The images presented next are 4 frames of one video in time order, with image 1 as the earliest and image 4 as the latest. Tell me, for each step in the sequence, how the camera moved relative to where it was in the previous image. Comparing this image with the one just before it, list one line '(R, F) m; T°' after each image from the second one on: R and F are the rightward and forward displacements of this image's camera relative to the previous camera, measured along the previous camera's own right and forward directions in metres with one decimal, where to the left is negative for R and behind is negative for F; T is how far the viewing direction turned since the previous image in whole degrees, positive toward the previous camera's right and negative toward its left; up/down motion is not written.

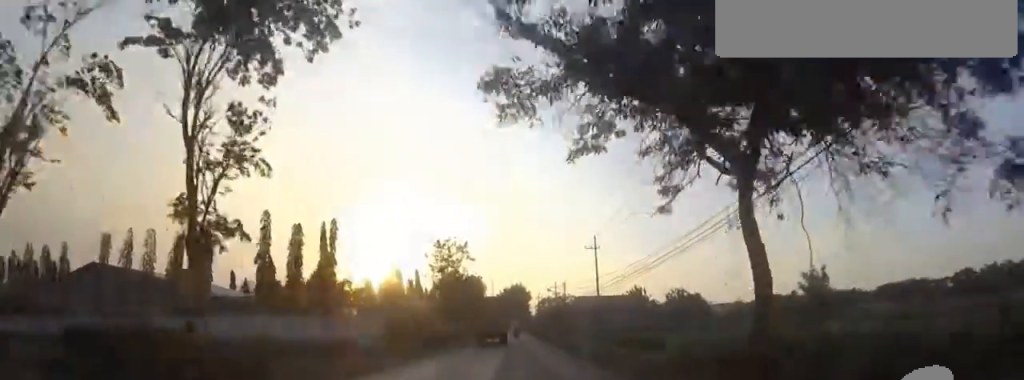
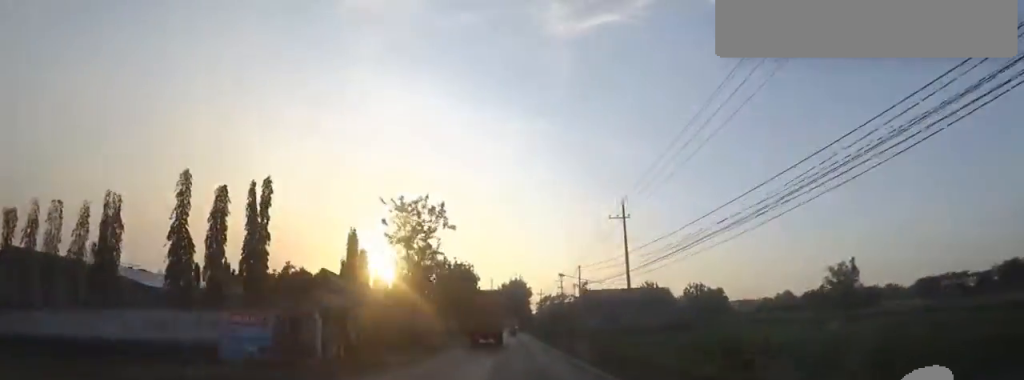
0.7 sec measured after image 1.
(0.0, +14.7) m; 0°
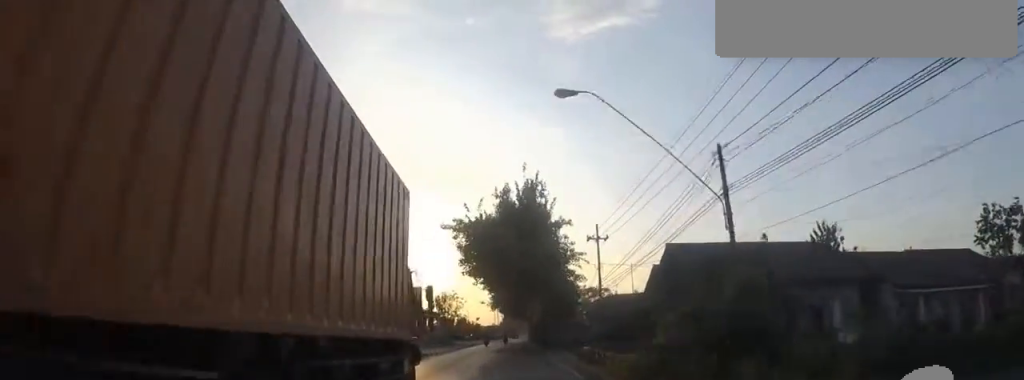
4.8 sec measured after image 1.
(-1.0, +85.5) m; 0°
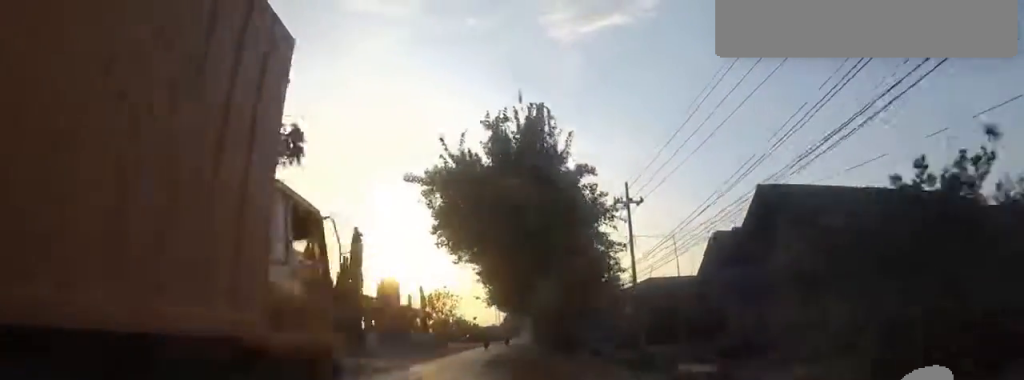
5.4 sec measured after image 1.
(0.0, +12.2) m; 0°
